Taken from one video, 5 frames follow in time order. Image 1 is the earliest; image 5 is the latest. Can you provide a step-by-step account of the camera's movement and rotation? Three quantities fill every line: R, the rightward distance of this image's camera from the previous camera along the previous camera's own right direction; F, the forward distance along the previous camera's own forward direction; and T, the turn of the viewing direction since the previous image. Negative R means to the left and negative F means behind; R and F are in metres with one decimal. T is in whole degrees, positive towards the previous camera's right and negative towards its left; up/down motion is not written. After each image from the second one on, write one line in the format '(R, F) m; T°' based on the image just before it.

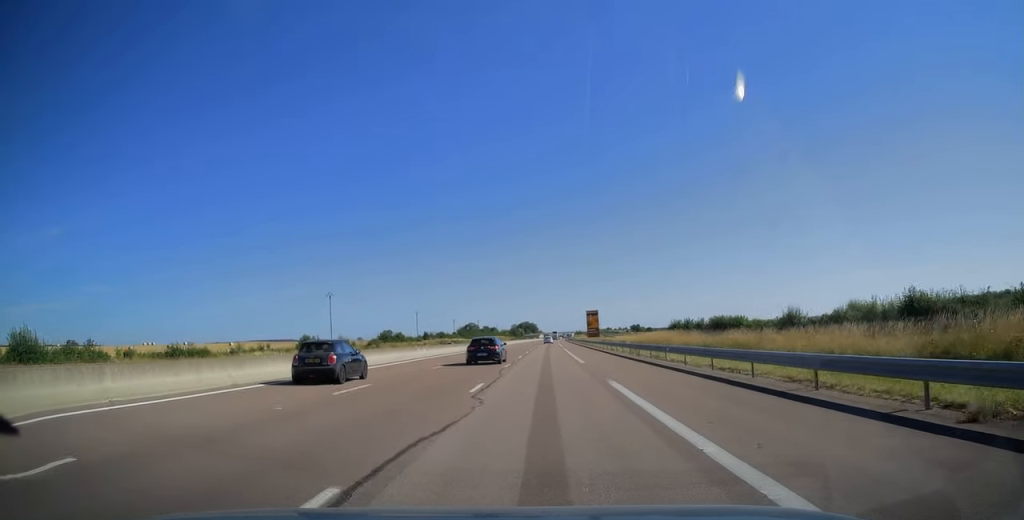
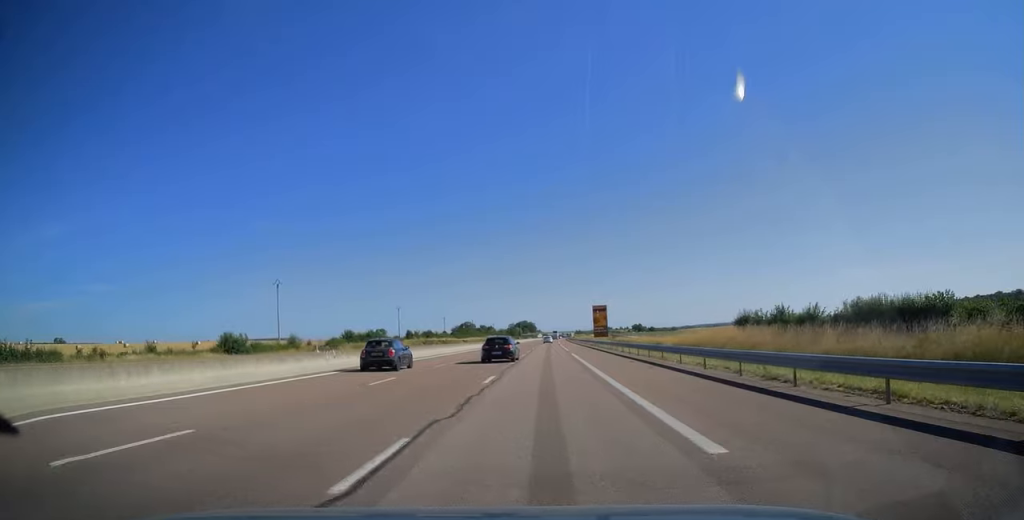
(0.0, +22.8) m; 0°
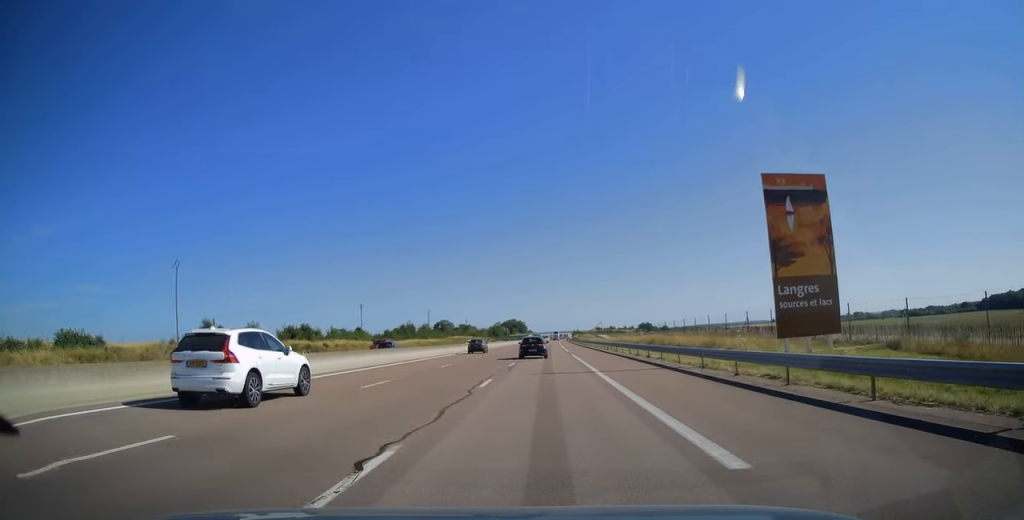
(+0.6, +103.5) m; +1°
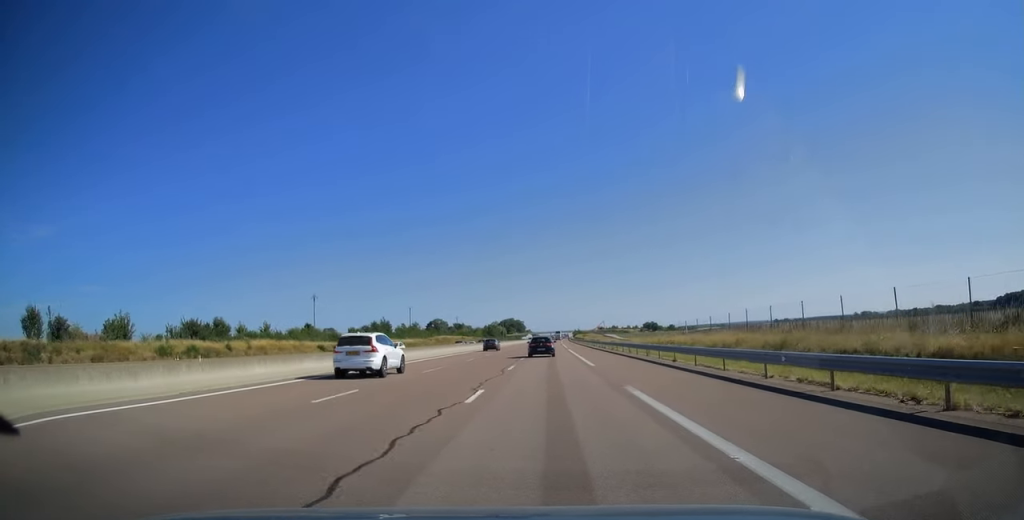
(0.0, +29.9) m; 0°
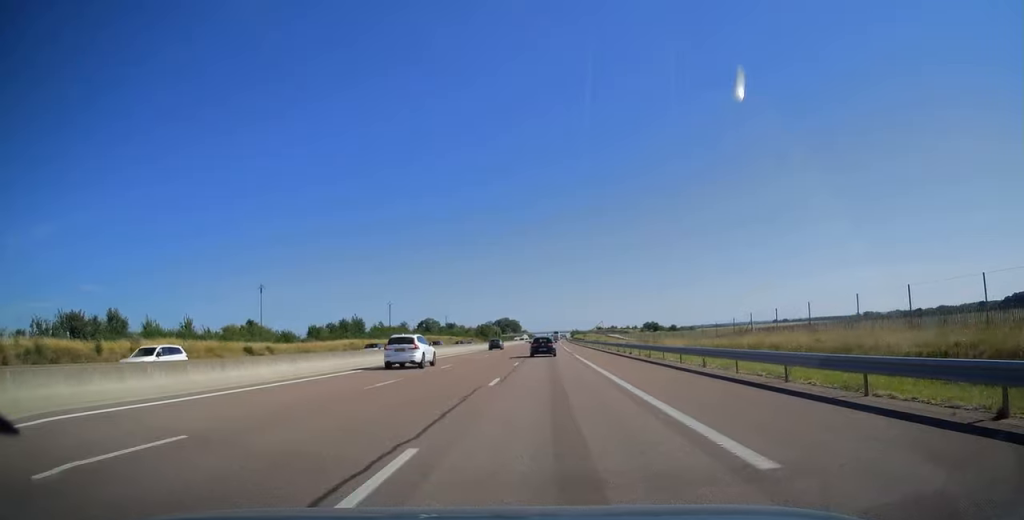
(0.0, +21.3) m; 0°
